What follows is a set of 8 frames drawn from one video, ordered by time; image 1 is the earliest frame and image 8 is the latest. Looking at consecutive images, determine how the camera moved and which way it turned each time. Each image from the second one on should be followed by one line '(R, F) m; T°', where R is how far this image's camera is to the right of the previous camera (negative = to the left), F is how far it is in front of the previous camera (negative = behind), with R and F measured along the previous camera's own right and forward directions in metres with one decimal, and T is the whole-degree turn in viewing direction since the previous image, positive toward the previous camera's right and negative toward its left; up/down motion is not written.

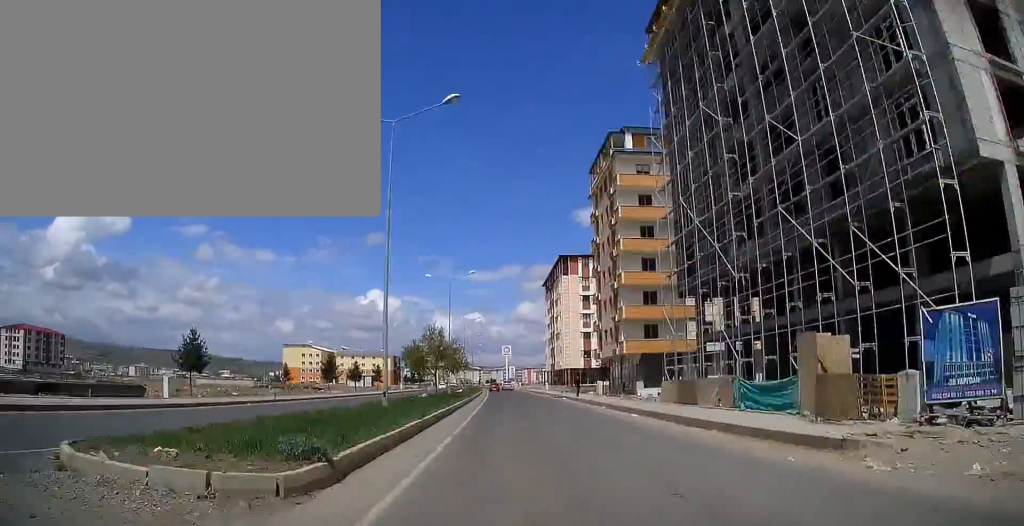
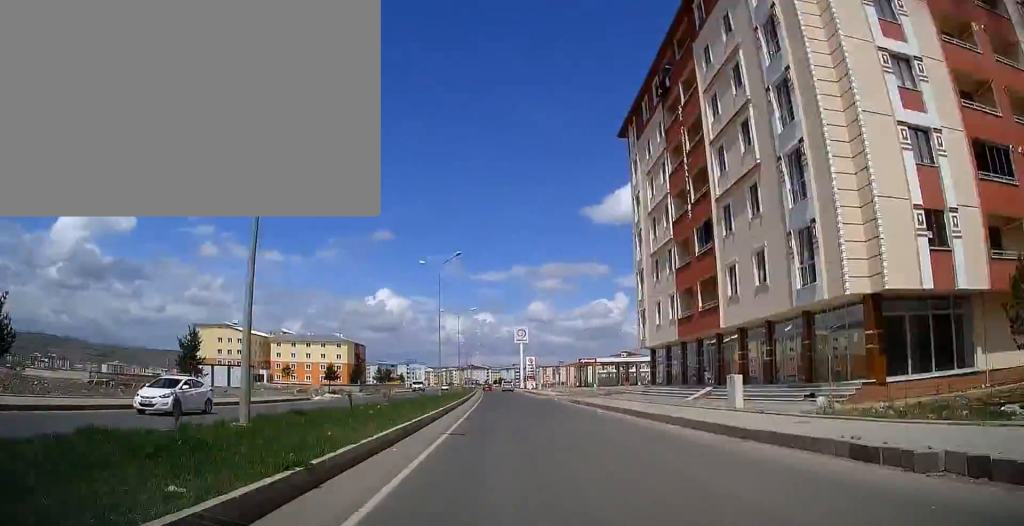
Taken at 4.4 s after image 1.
(-1.0, +86.9) m; -1°
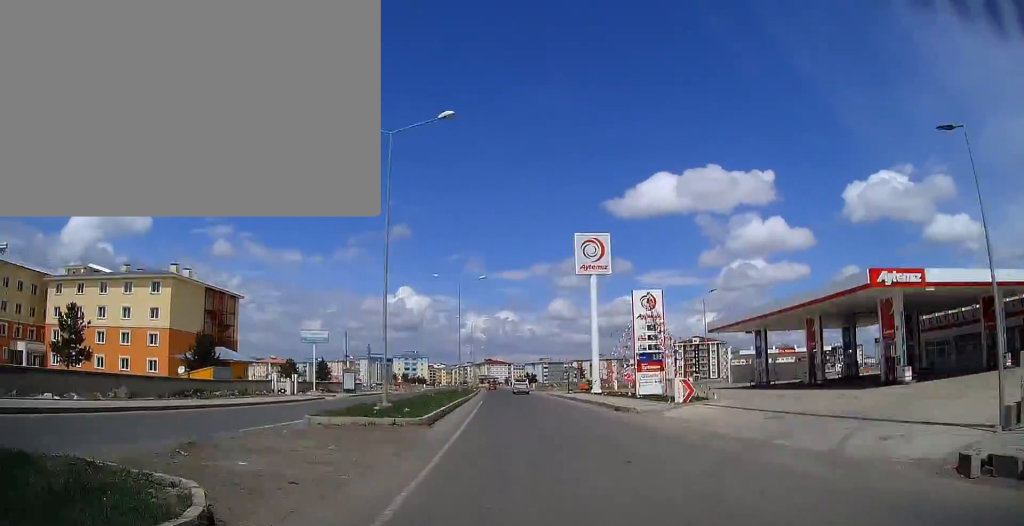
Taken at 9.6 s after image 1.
(-1.6, +103.7) m; -2°
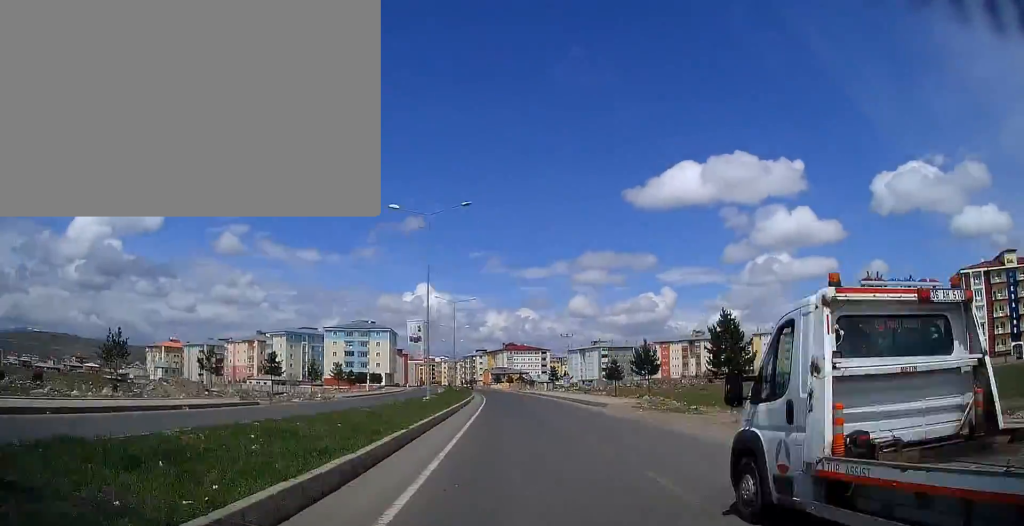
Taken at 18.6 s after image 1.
(-4.8, +180.3) m; -4°
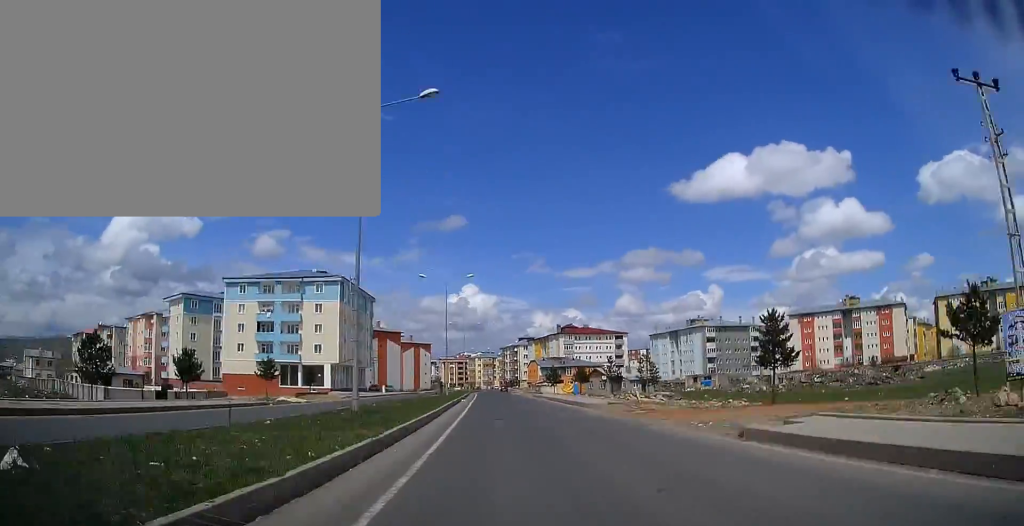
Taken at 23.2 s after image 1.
(-3.1, +90.6) m; -2°
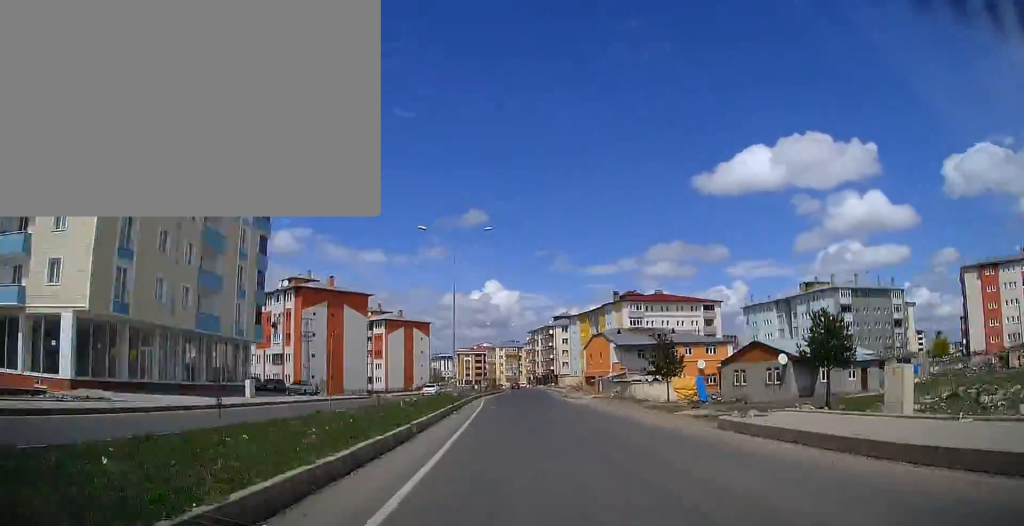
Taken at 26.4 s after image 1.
(-0.5, +60.8) m; -3°
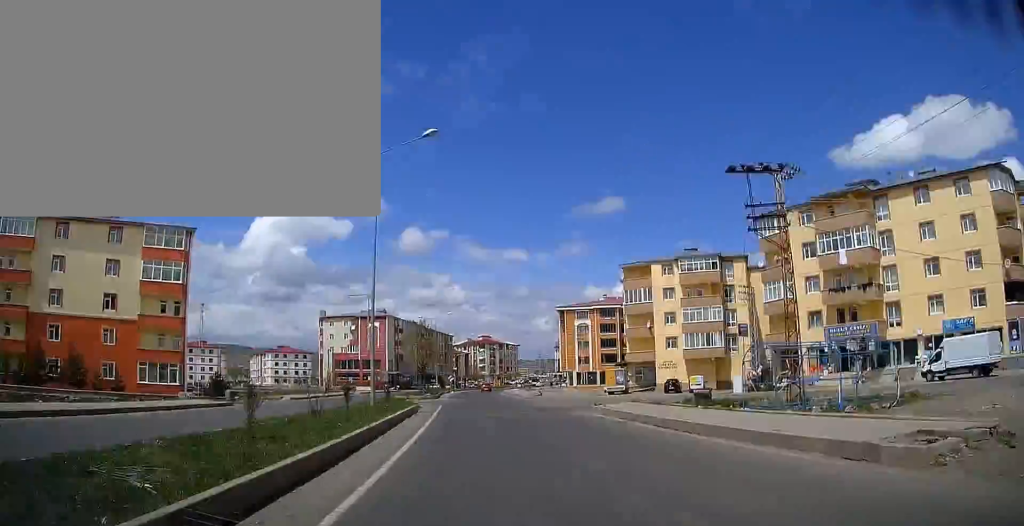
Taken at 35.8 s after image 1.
(-14.4, +162.3) m; -11°
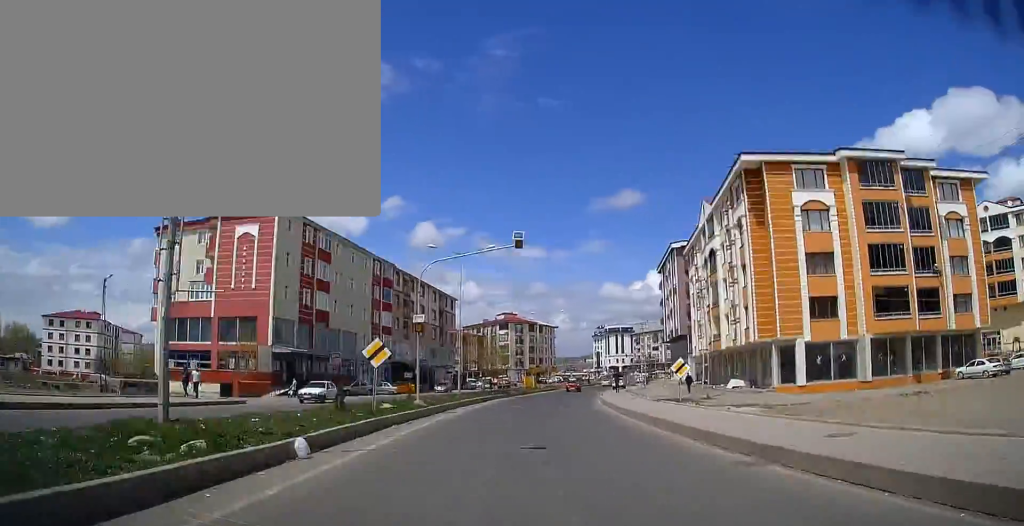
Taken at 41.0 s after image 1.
(-2.5, +72.2) m; +1°
